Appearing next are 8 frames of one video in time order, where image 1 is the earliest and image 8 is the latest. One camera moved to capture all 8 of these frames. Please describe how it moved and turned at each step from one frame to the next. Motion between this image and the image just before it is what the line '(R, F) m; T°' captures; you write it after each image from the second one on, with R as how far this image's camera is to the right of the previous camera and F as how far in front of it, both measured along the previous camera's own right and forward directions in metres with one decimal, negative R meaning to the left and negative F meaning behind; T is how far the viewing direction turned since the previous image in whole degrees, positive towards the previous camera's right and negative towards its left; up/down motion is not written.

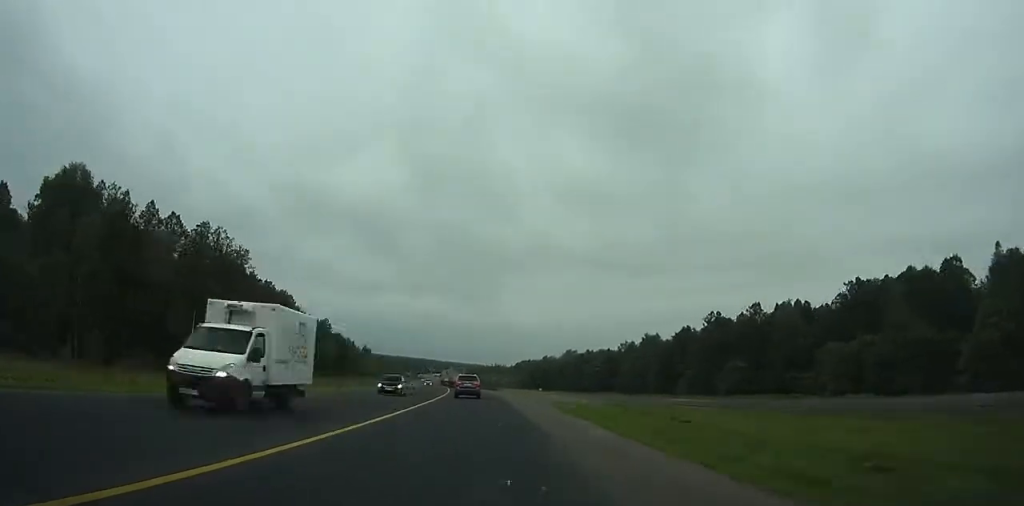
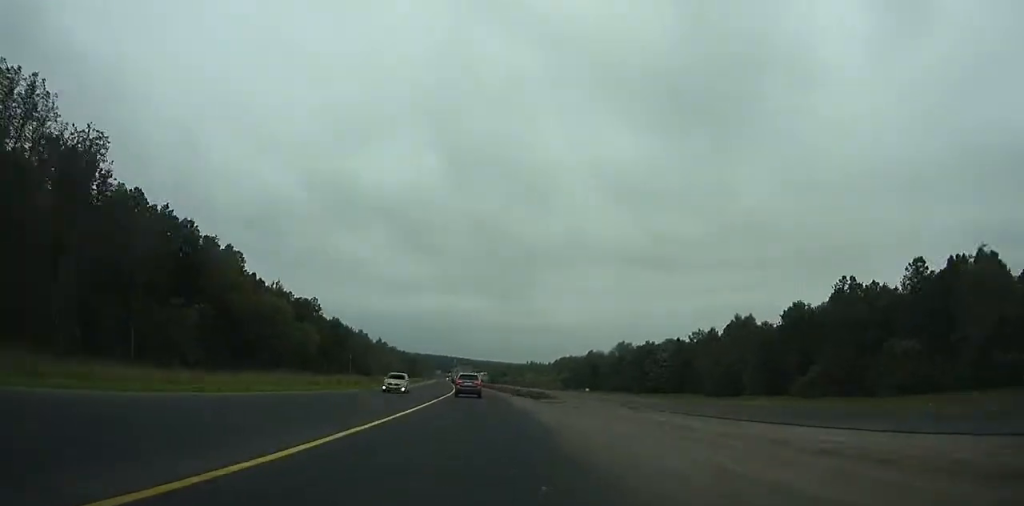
(-1.4, +49.7) m; -2°
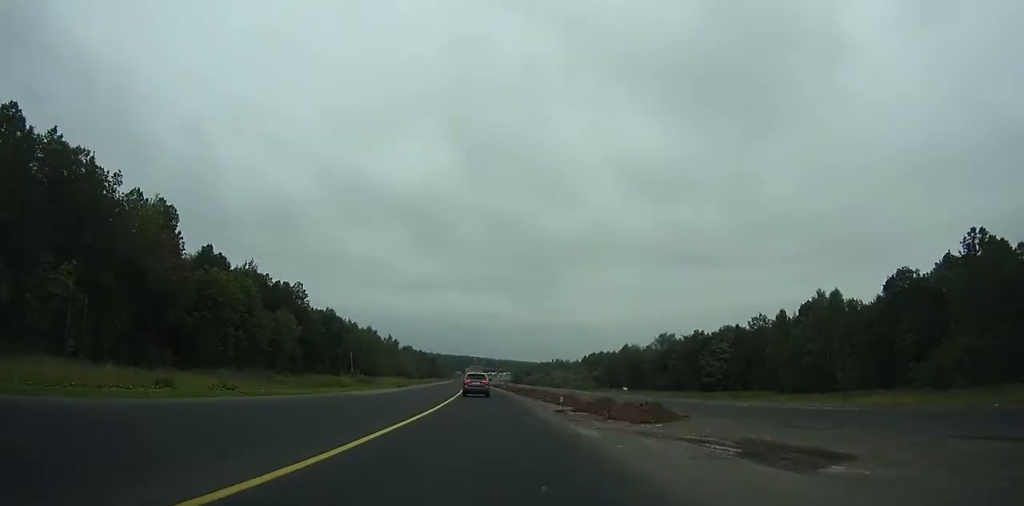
(-0.5, +31.6) m; -1°
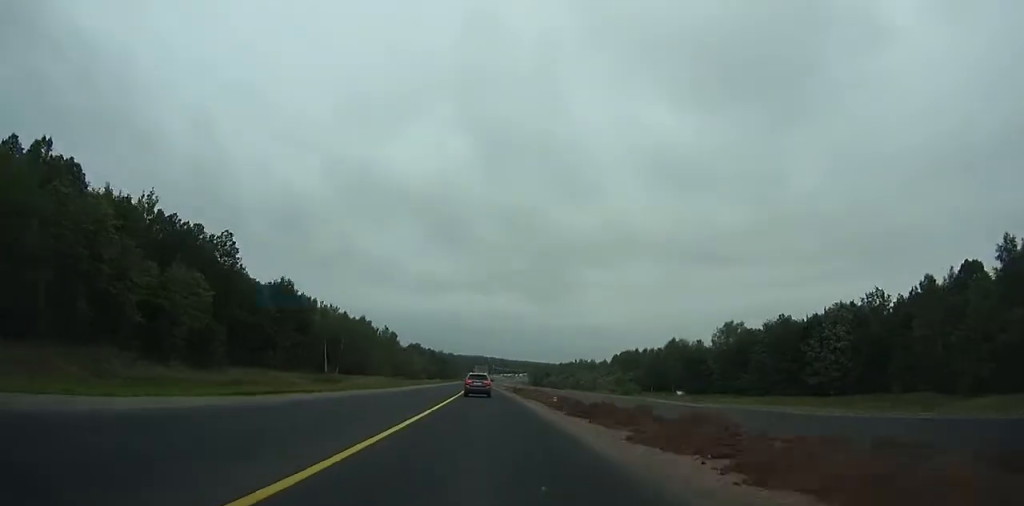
(+0.1, +46.9) m; -2°
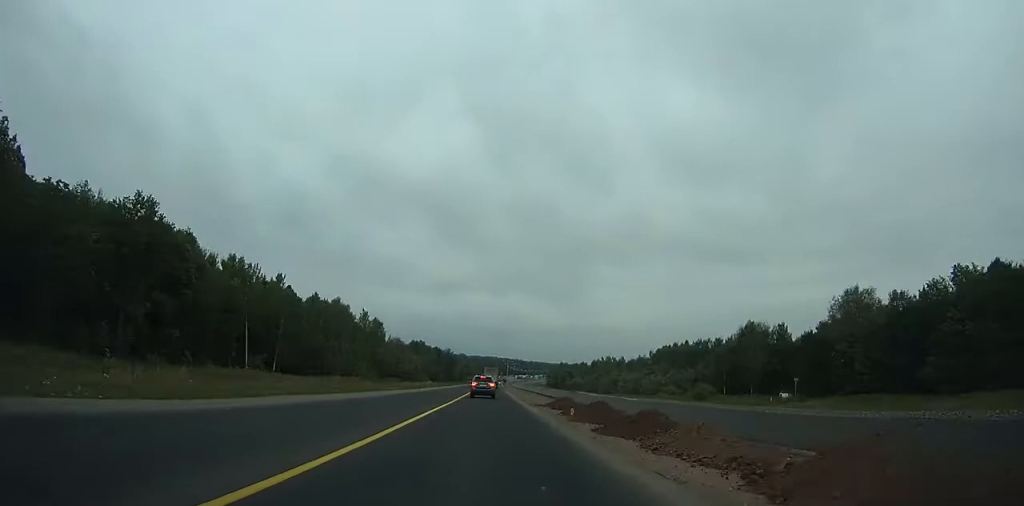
(-1.4, +54.9) m; -2°
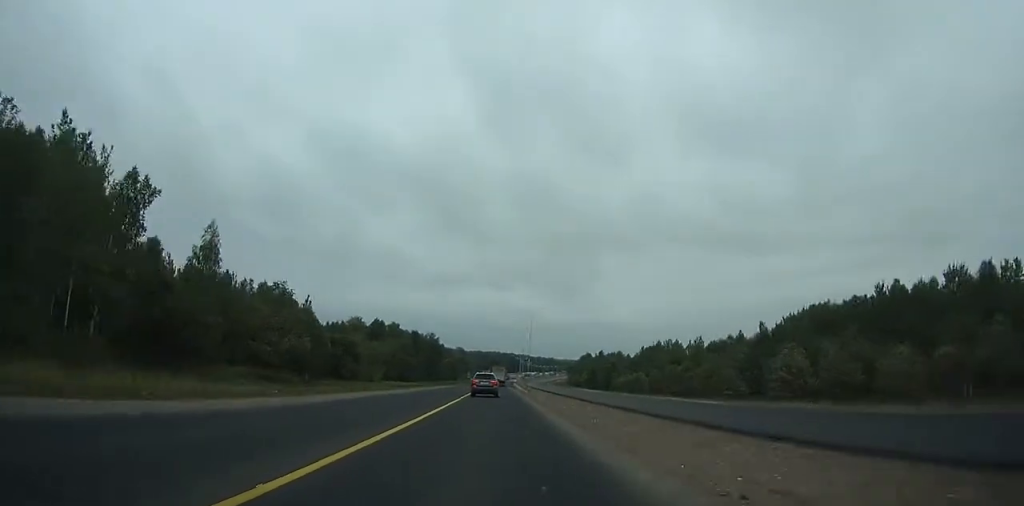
(-2.8, +124.7) m; -1°
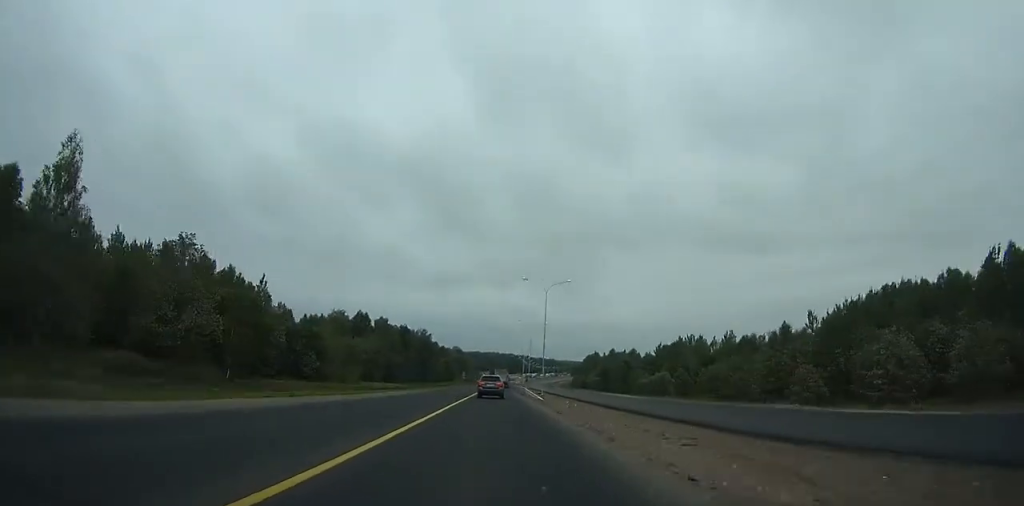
(0.0, +31.6) m; 0°
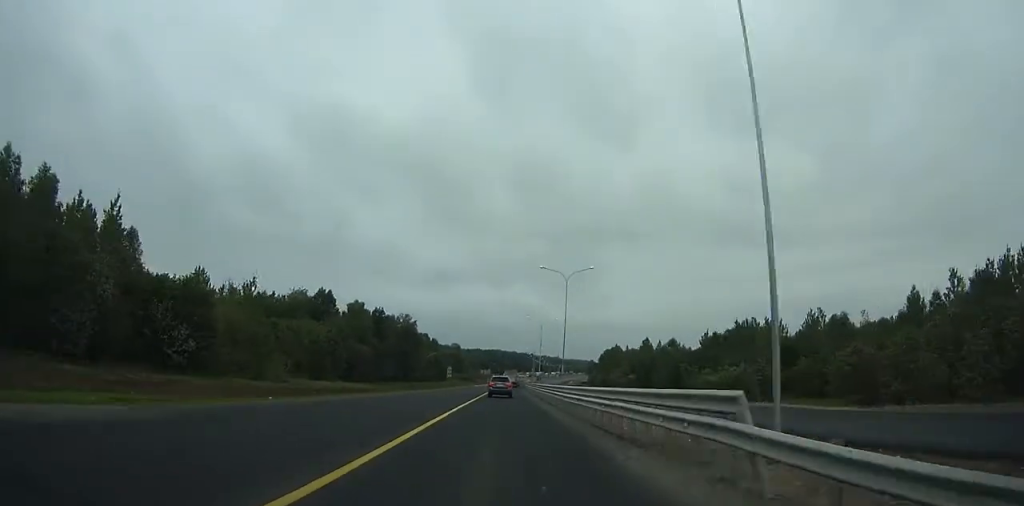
(+0.1, +54.2) m; 0°
